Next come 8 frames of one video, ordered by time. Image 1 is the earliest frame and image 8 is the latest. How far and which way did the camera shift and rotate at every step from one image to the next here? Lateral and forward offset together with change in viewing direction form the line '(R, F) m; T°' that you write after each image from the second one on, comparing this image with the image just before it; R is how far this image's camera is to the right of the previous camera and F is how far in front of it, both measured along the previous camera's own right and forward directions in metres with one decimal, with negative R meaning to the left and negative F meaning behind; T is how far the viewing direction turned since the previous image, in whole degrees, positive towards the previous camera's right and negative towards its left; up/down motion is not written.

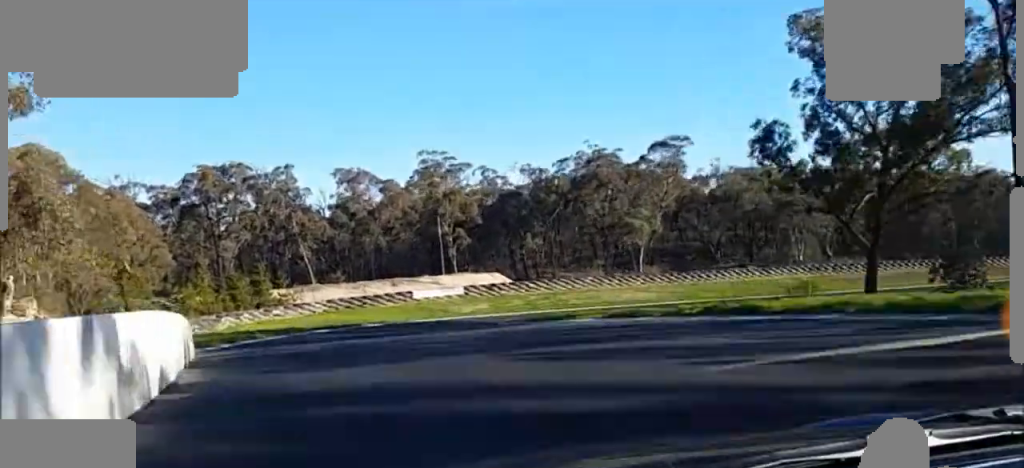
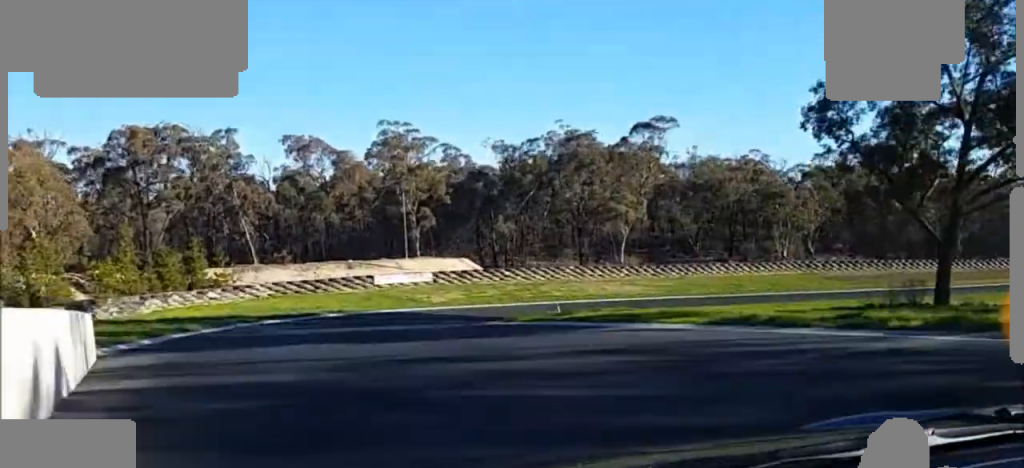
(-0.1, +9.2) m; +1°
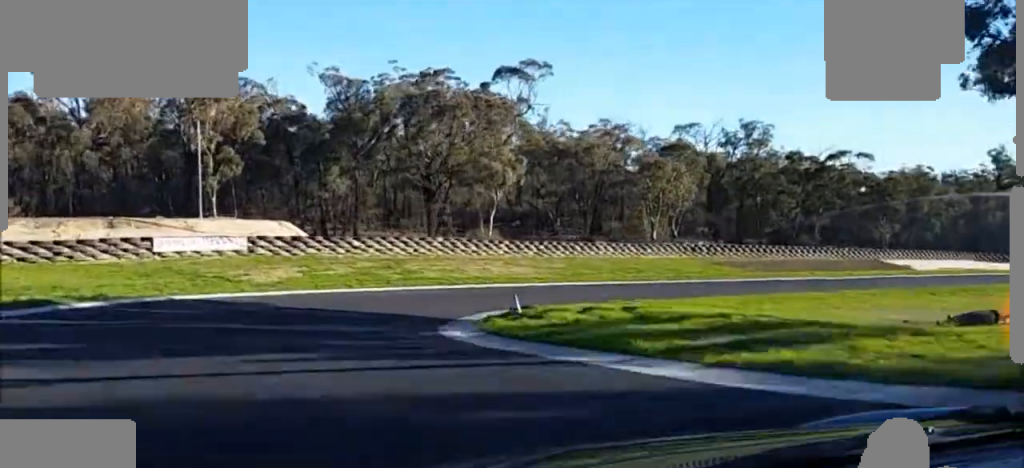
(+0.6, +19.2) m; +5°
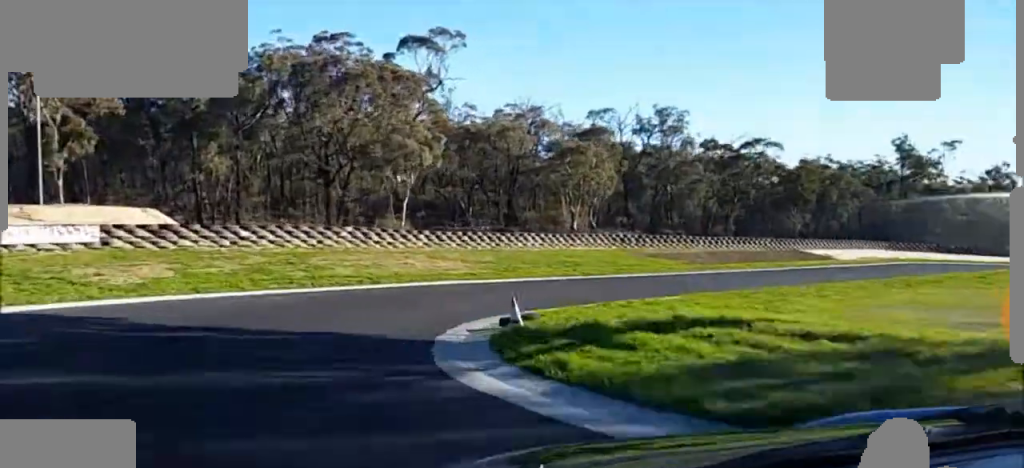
(-0.1, +9.2) m; +3°
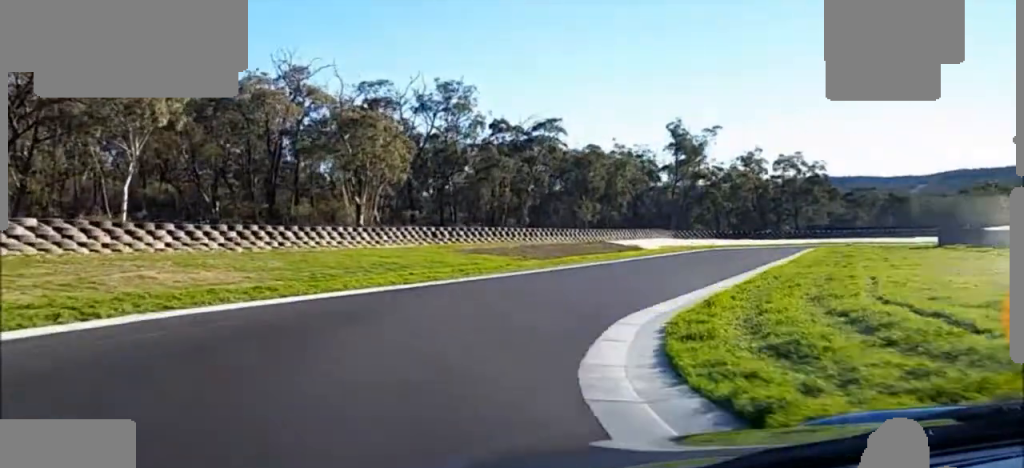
(+1.2, +20.8) m; +11°
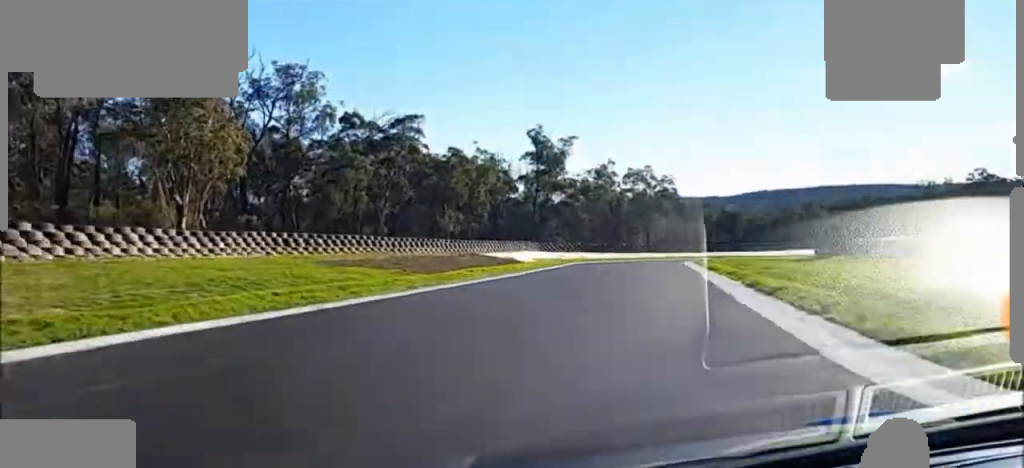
(+1.2, +11.1) m; +9°
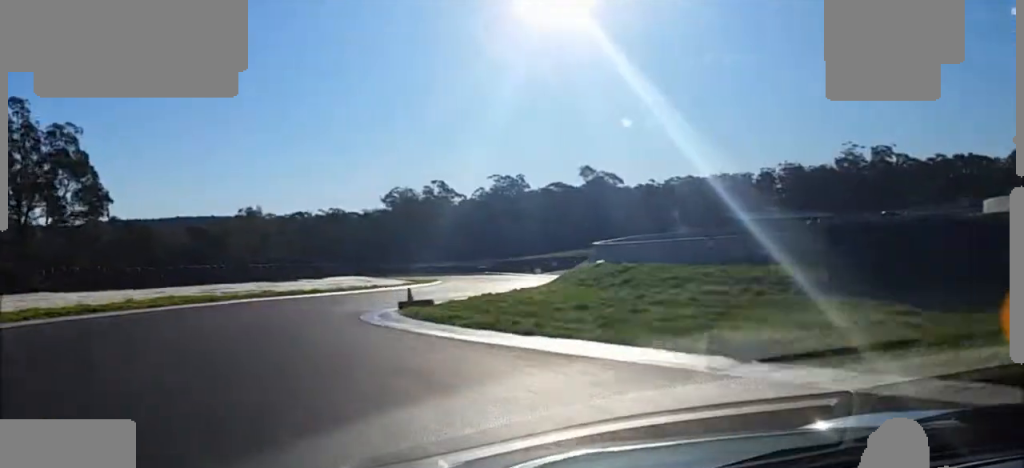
(+53.3, +48.4) m; +77°
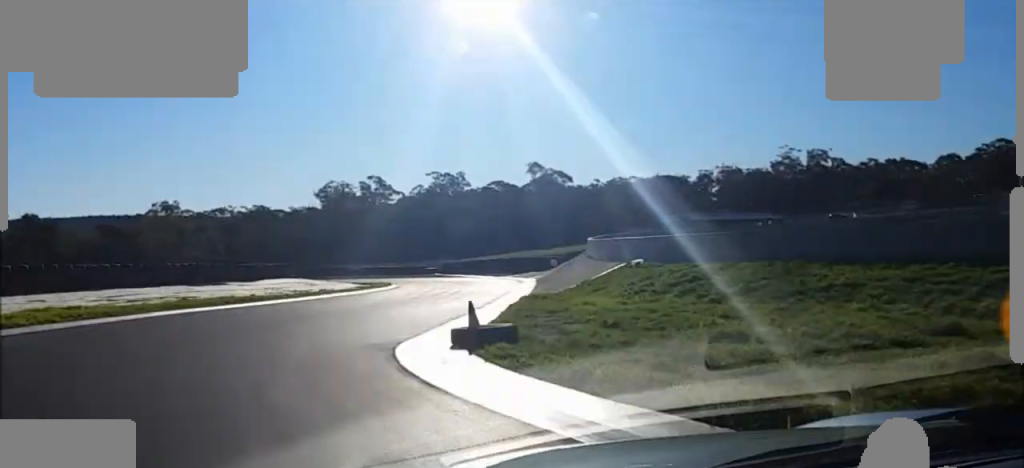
(0.0, +12.6) m; 0°
